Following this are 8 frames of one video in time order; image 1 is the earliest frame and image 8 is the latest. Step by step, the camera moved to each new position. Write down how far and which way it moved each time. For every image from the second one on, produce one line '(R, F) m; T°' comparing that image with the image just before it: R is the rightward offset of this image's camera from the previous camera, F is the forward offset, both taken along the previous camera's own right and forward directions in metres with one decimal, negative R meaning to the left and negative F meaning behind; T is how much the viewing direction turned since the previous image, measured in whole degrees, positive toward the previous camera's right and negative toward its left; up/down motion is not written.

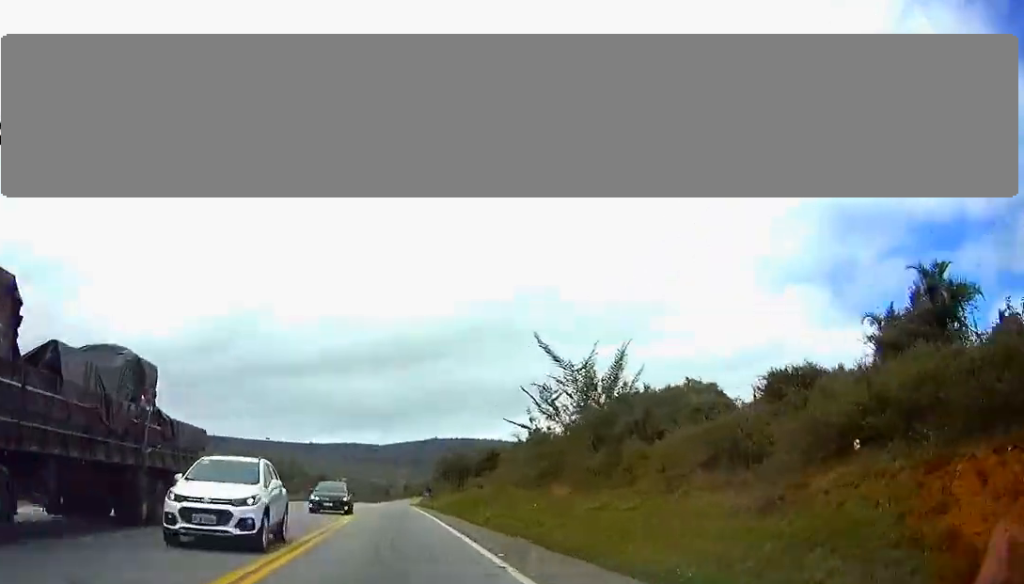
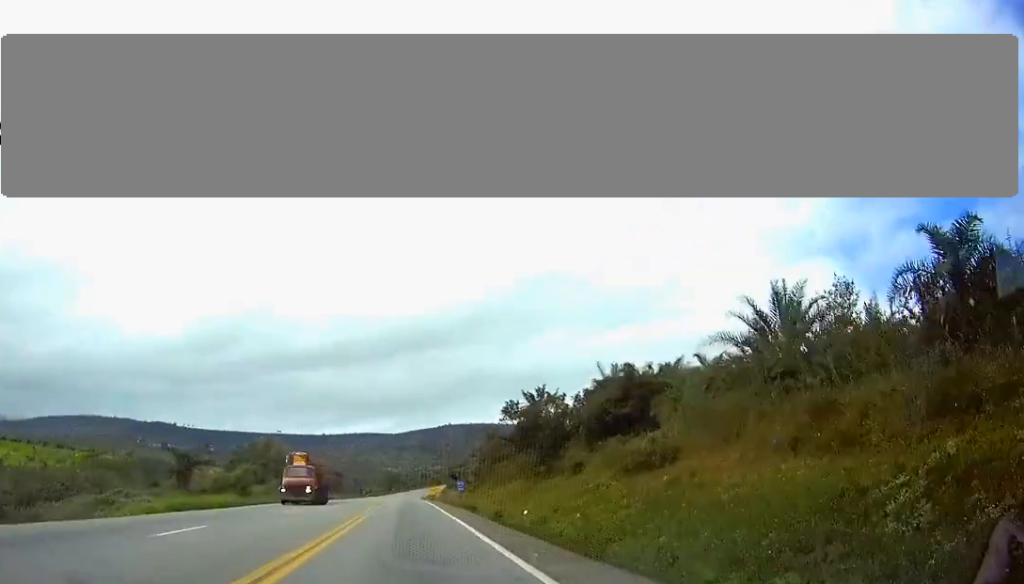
(-1.2, +46.4) m; -3°
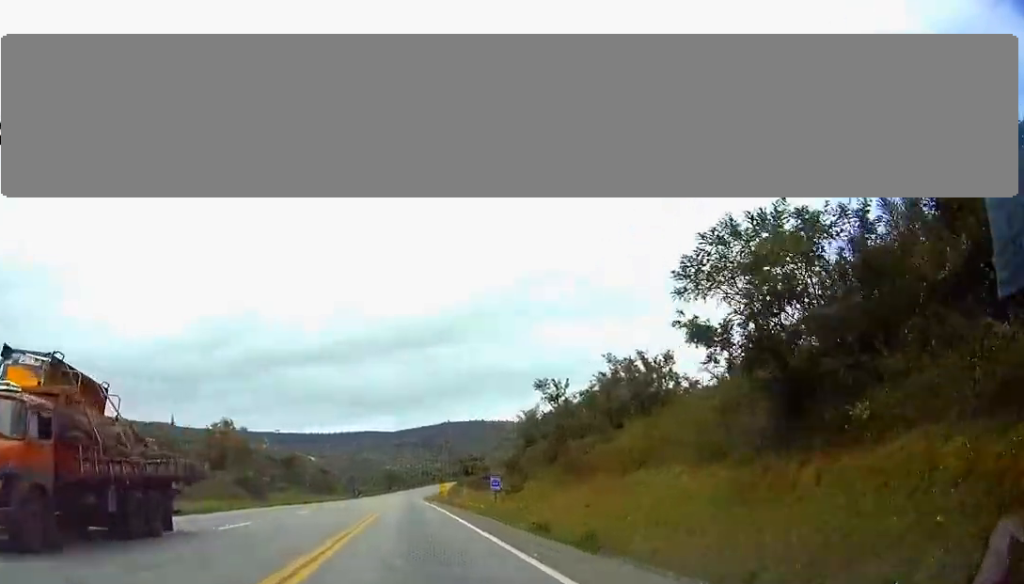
(0.0, +29.6) m; 0°
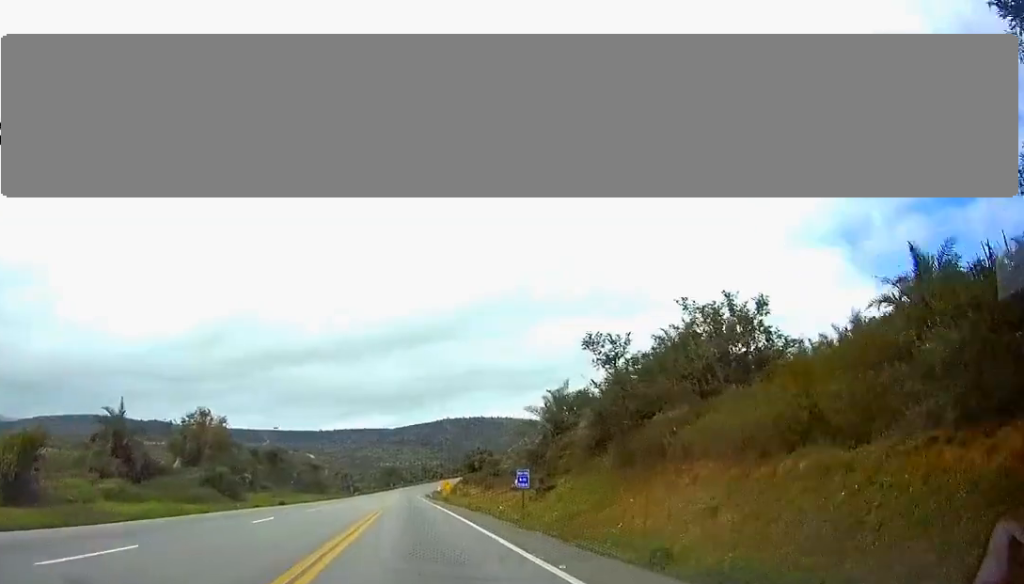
(0.0, +11.4) m; 0°
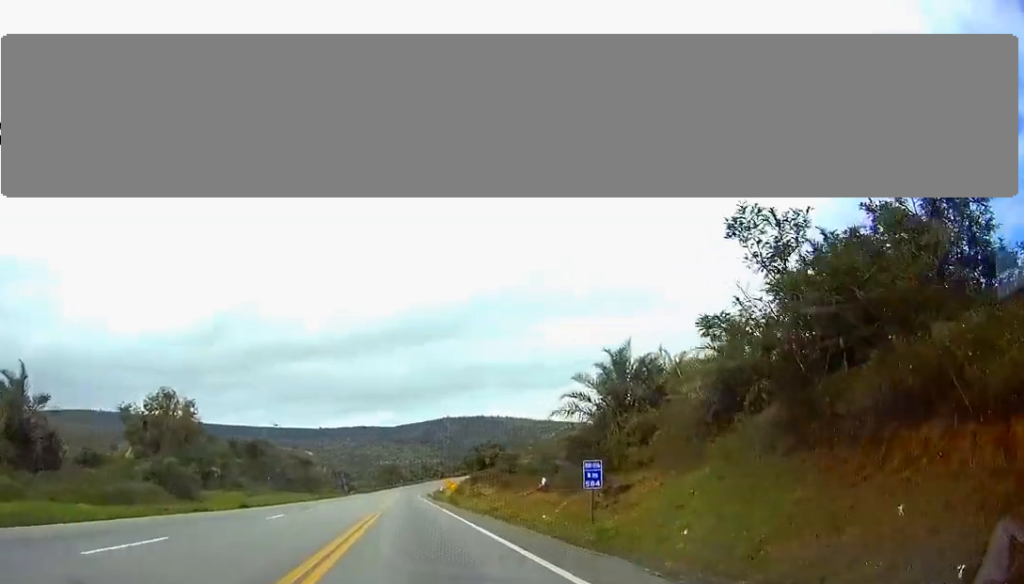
(0.0, +14.0) m; 0°
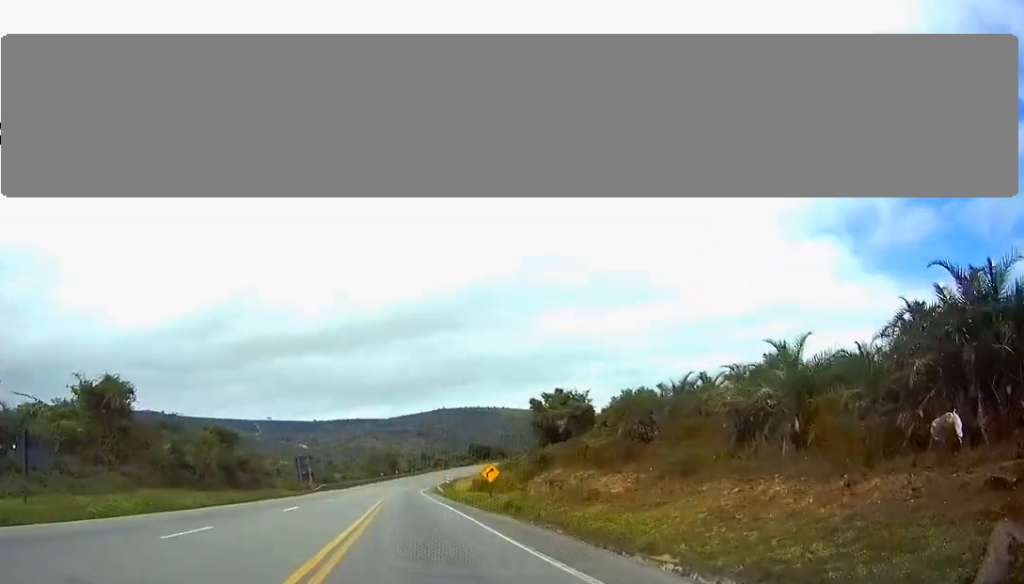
(0.0, +45.7) m; 0°
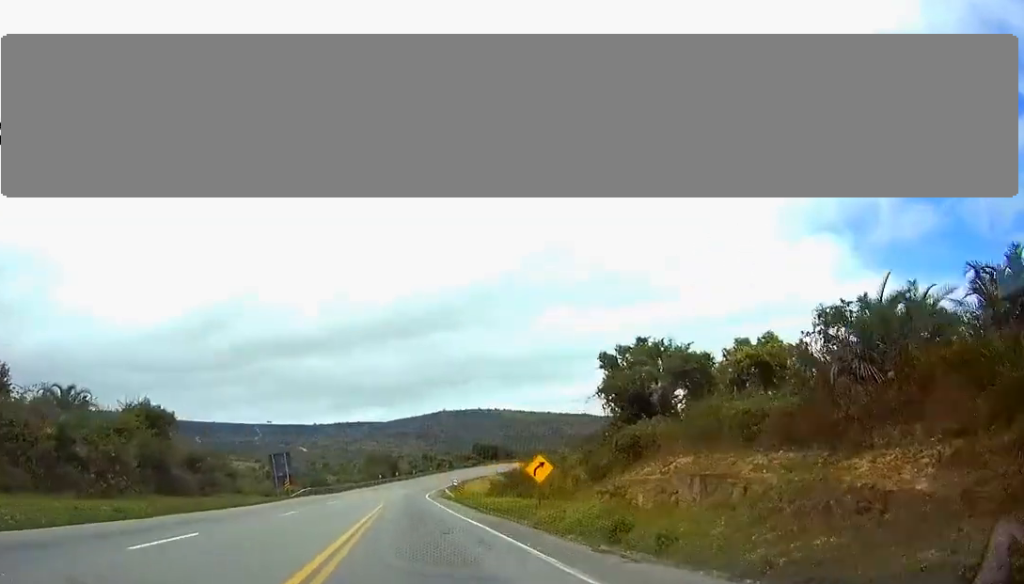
(+0.1, +18.6) m; 0°
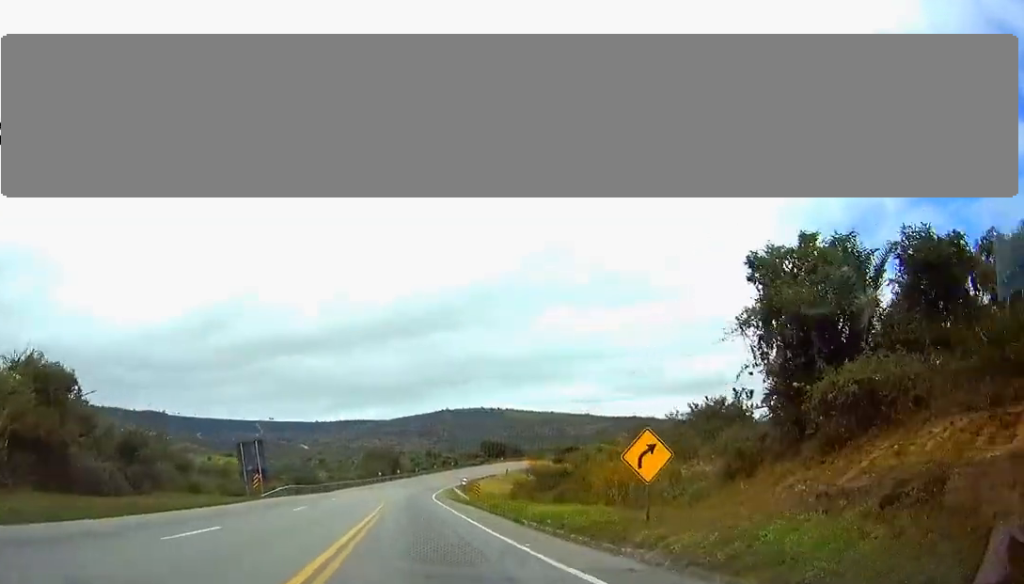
(0.0, +15.1) m; 0°
